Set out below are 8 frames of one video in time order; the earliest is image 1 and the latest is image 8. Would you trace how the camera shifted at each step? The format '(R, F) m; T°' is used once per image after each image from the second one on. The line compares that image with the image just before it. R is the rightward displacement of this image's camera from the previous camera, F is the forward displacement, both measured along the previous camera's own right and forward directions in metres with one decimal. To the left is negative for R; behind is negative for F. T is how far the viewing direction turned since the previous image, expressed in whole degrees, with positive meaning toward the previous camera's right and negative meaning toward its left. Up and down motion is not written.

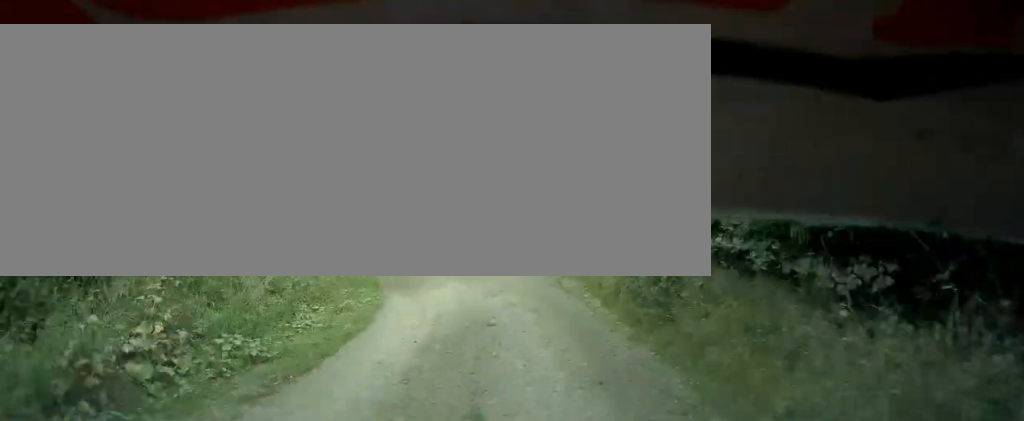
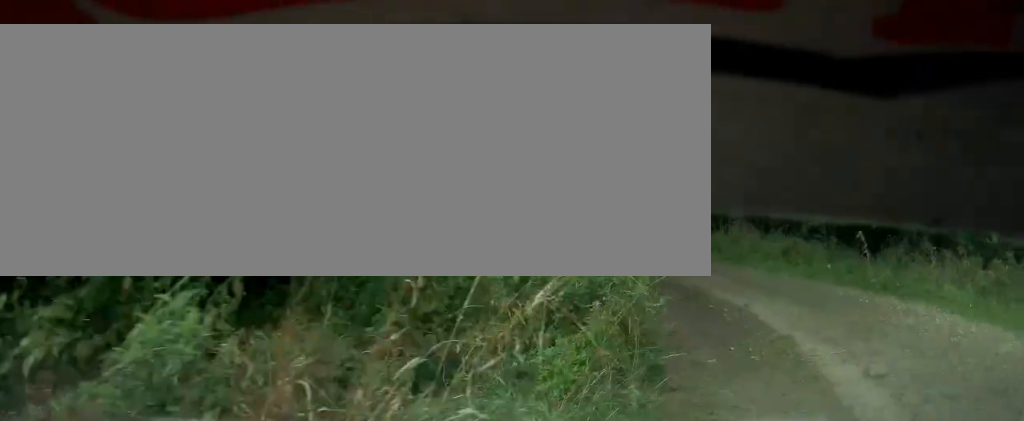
(-2.0, +37.4) m; -11°
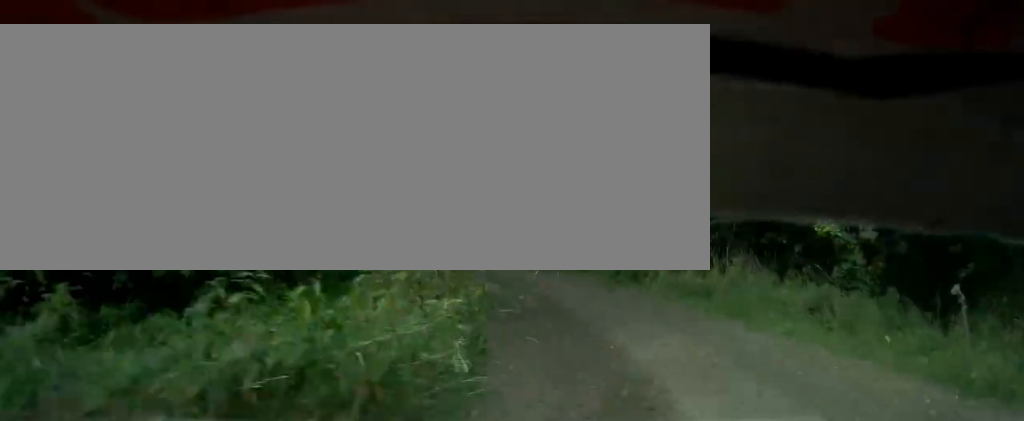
(+1.1, +7.8) m; -9°
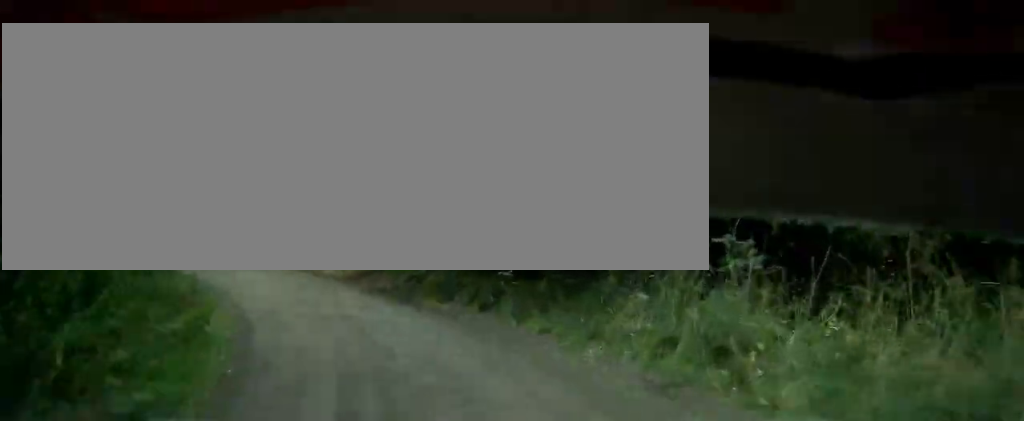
(-1.6, +9.1) m; -17°
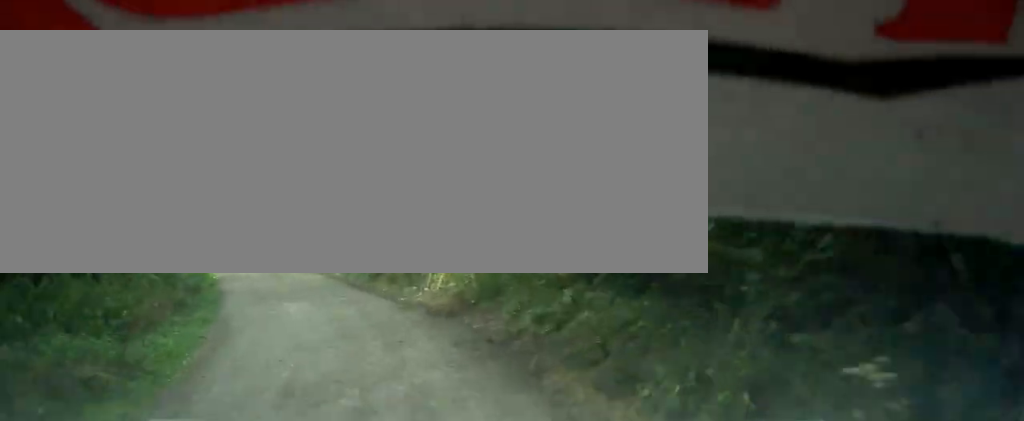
(-2.3, +7.3) m; -17°
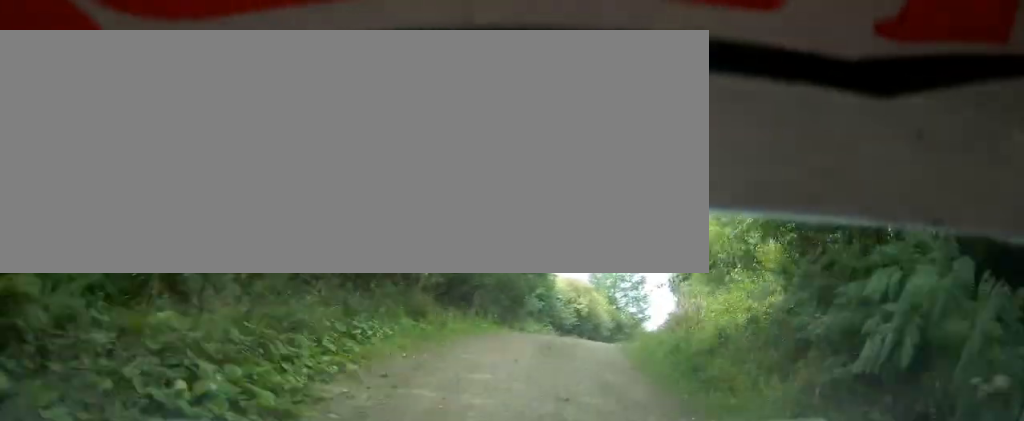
(-8.9, +27.1) m; -33°
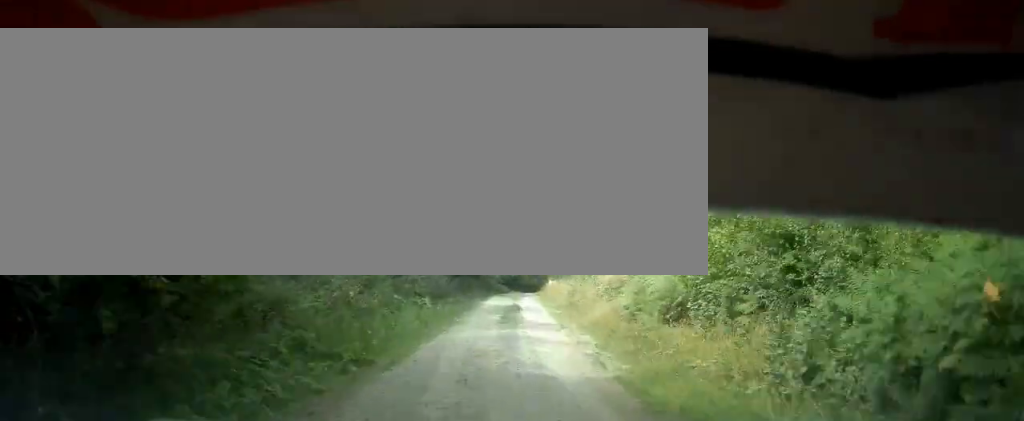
(-3.7, +27.5) m; -10°
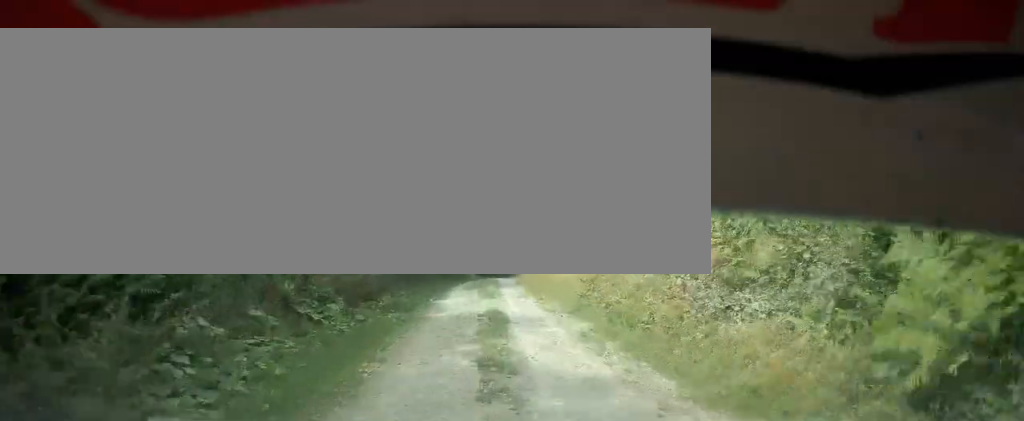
(-0.1, +13.3) m; 0°
